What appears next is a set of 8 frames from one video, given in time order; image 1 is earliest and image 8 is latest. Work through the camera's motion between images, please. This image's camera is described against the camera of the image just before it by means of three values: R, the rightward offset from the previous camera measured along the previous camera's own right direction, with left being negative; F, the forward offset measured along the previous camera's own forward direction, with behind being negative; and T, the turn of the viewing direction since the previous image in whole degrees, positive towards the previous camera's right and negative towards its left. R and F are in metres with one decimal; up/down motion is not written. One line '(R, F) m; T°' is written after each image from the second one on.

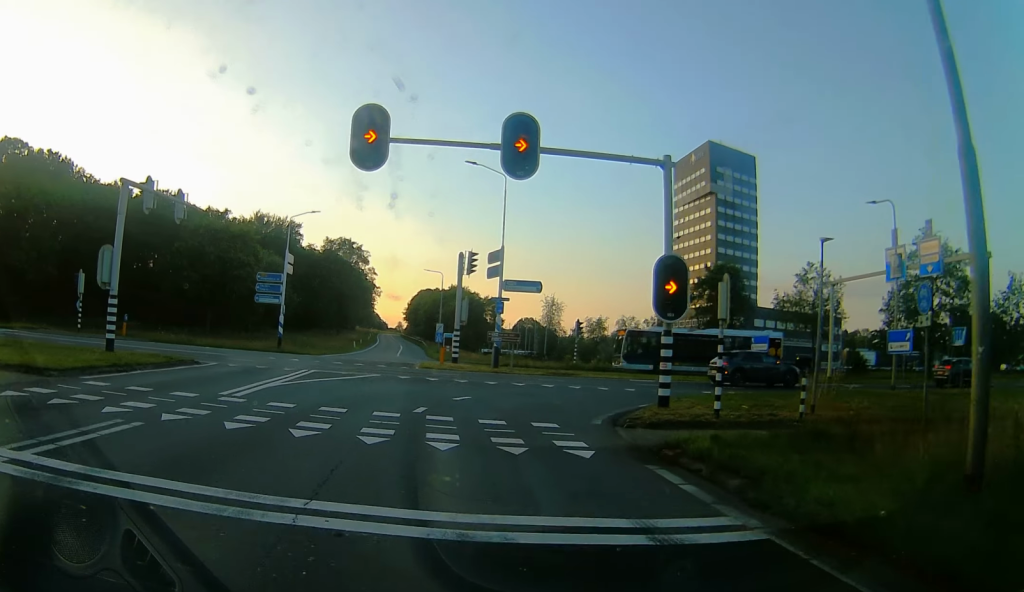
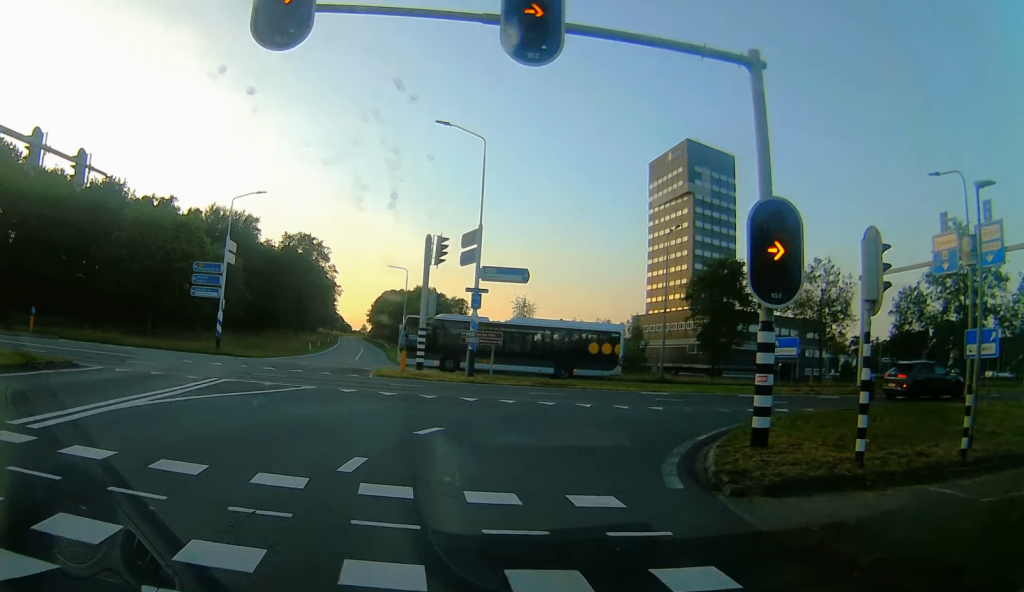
(-0.2, +7.4) m; +1°
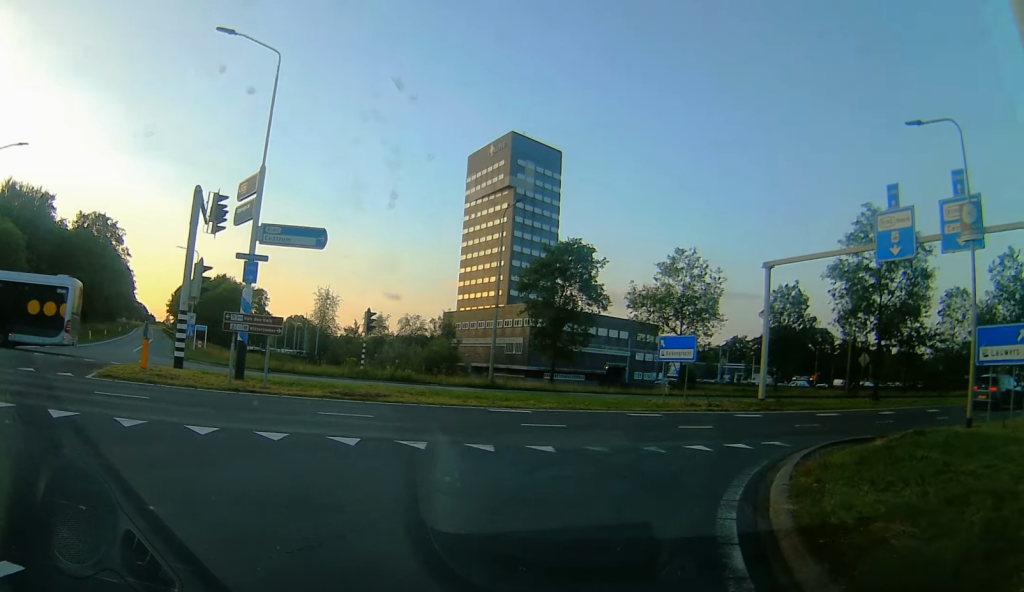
(+0.4, +9.1) m; +13°
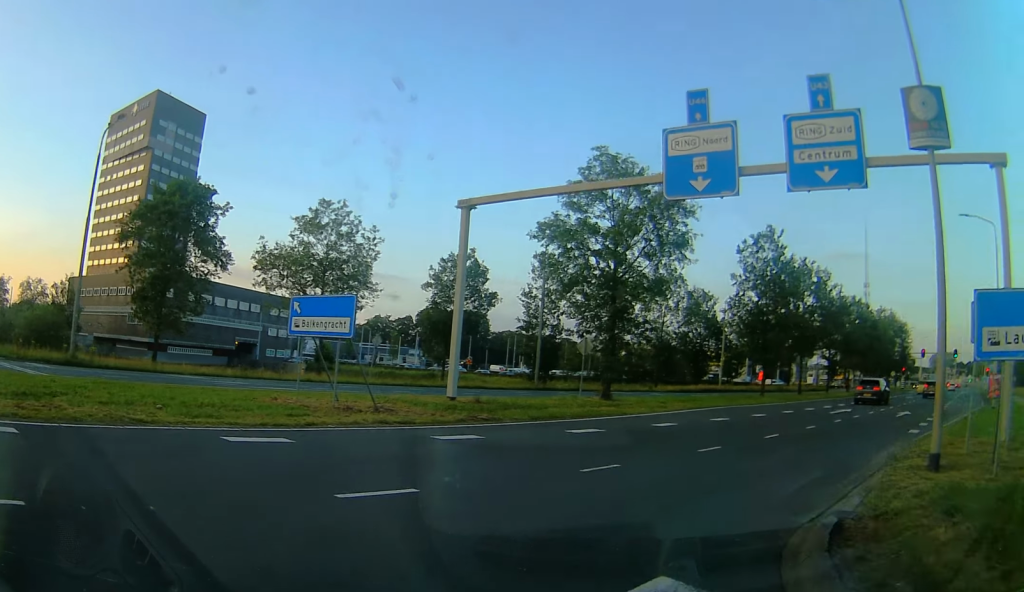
(+2.4, +9.7) m; +36°
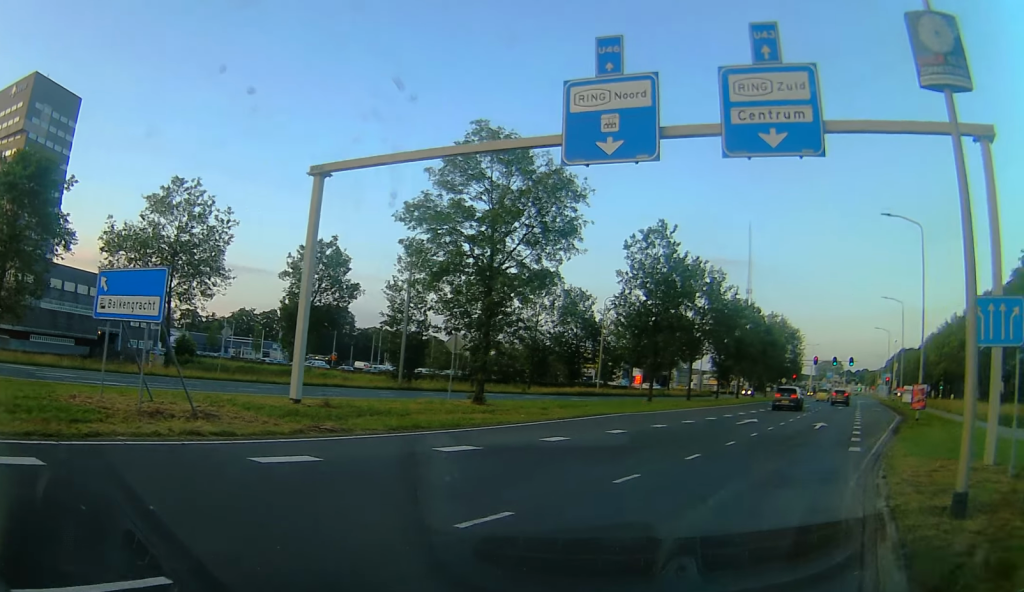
(+0.6, +3.3) m; +11°
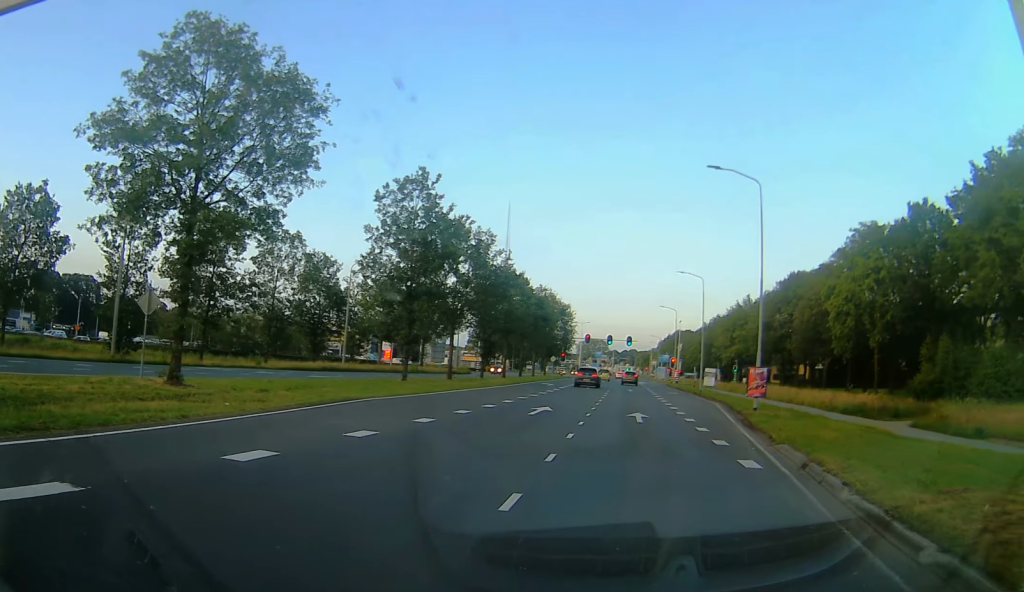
(+1.4, +6.6) m; +14°
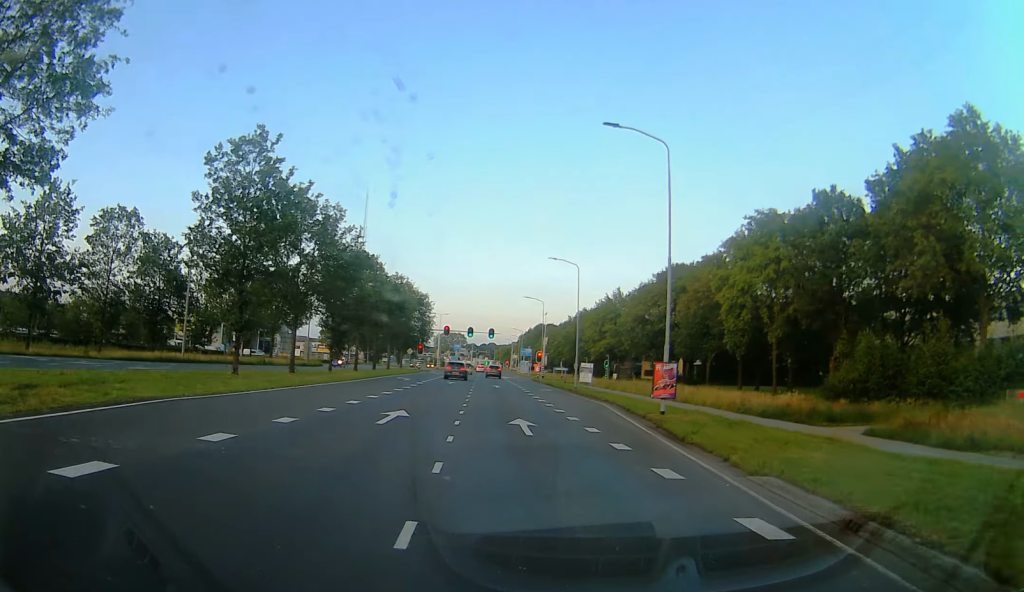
(+0.2, +5.3) m; +2°
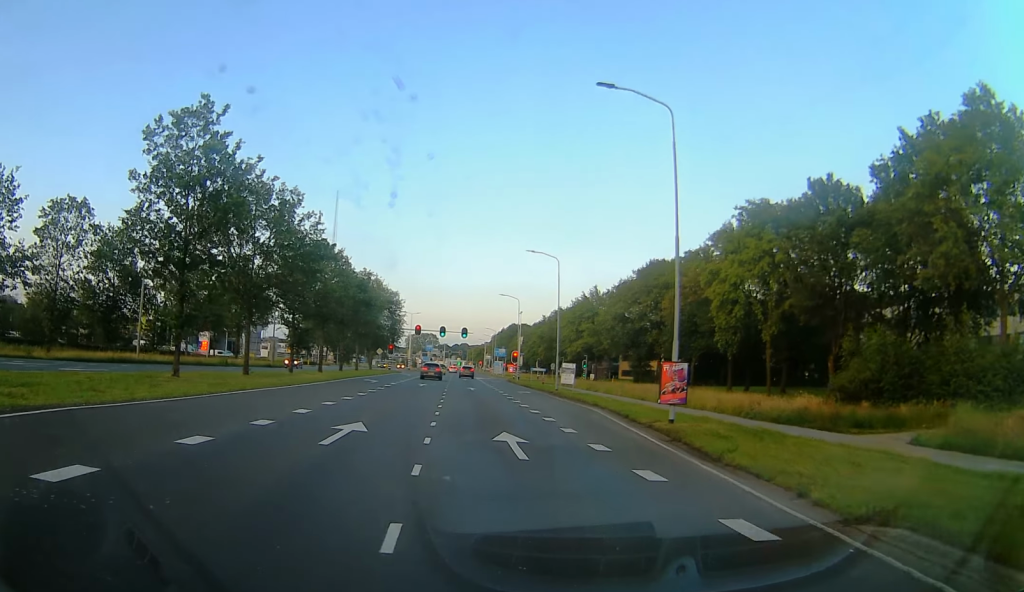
(0.0, +4.0) m; +1°
